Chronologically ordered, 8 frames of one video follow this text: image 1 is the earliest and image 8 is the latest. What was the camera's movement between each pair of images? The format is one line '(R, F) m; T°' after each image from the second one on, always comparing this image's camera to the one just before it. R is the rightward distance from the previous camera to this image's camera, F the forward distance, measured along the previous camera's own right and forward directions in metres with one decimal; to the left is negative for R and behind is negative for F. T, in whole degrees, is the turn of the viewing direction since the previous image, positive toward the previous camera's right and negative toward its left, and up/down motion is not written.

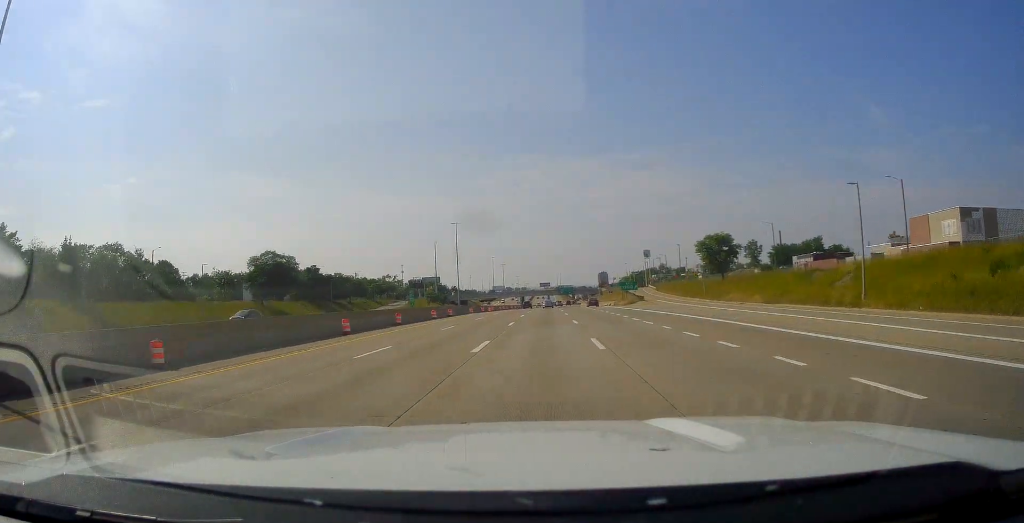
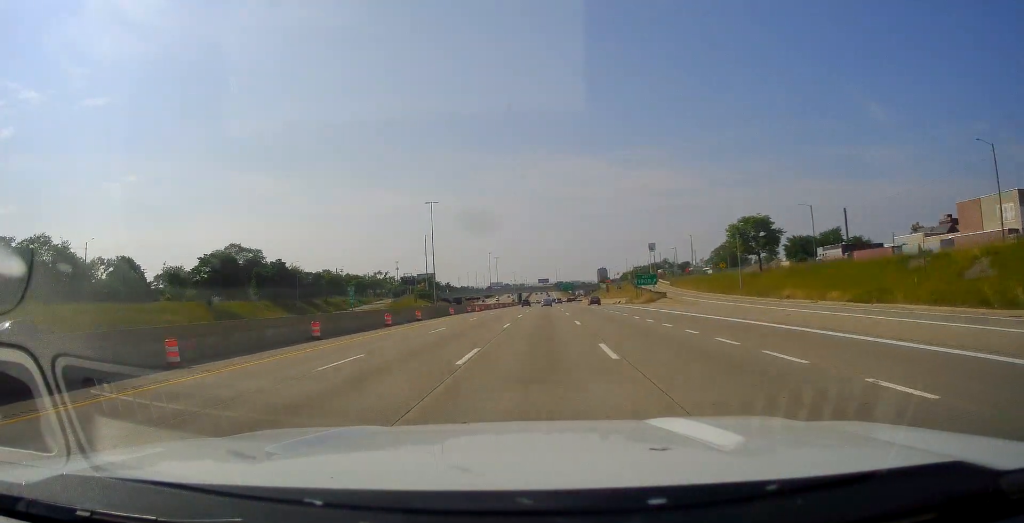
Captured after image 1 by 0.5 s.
(0.0, +18.5) m; 0°
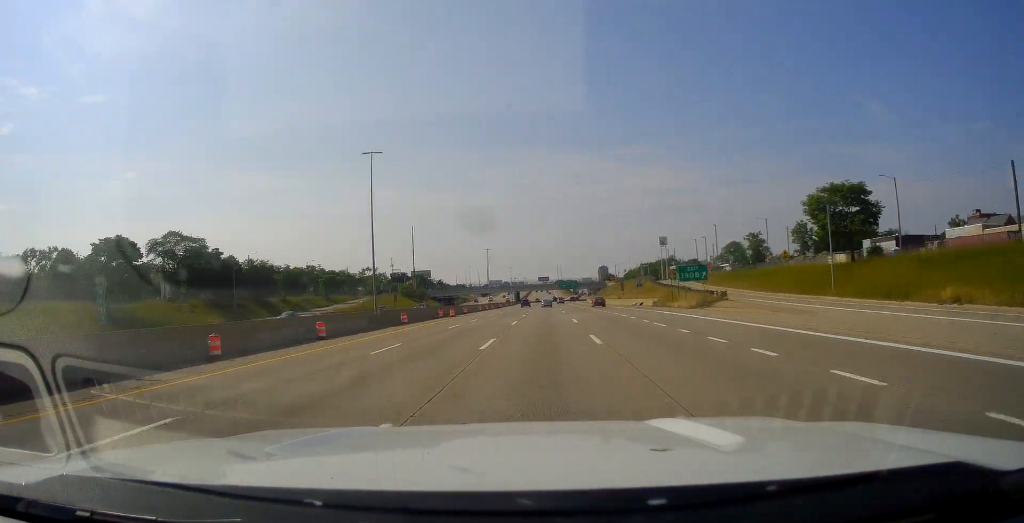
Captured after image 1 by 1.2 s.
(0.0, +25.9) m; 0°
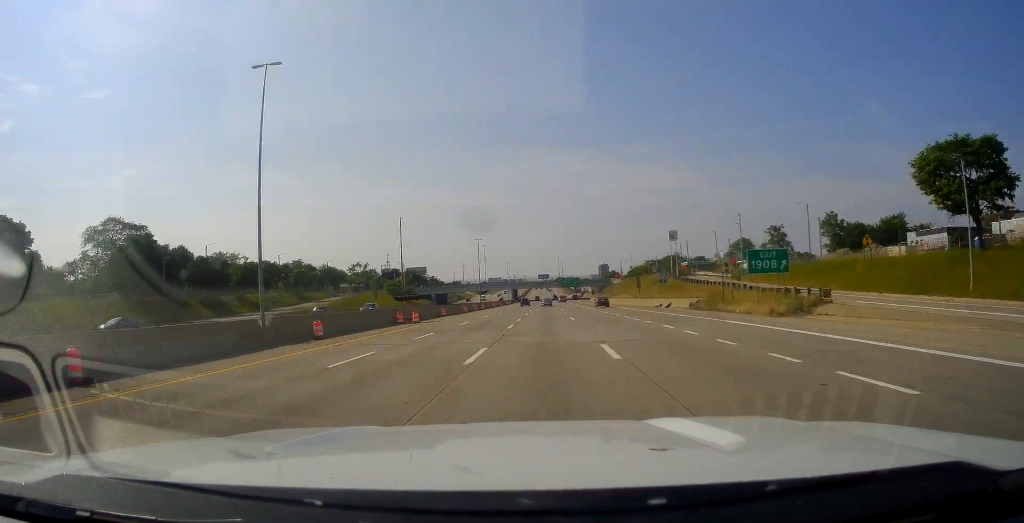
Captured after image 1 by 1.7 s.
(-0.1, +19.6) m; 0°
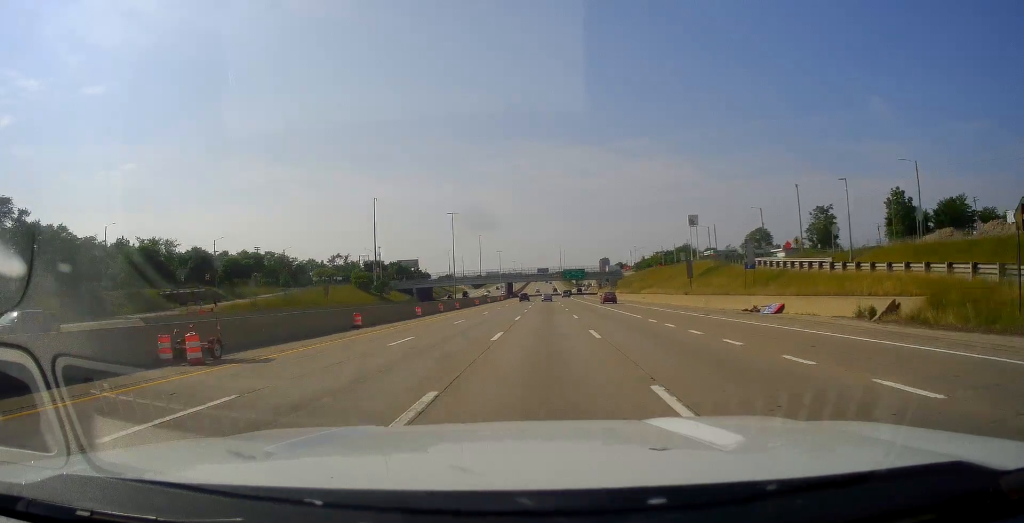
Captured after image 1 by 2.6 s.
(-0.1, +32.9) m; 0°
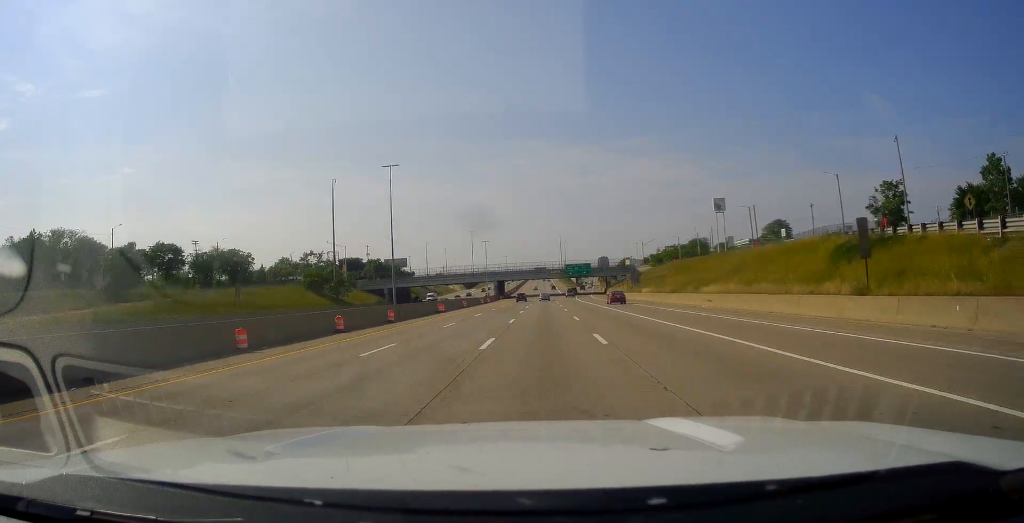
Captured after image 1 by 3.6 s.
(0.0, +34.0) m; 0°
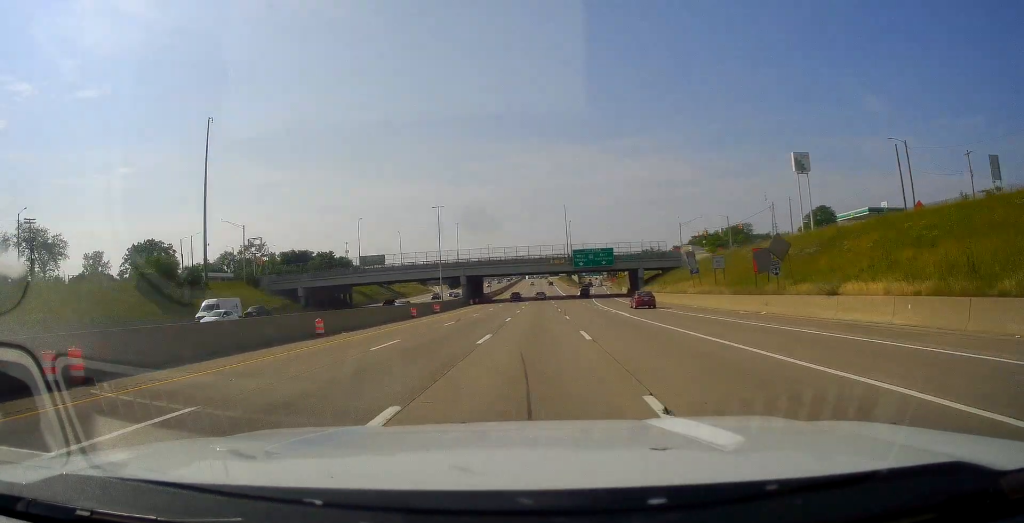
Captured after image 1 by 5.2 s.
(+1.0, +58.2) m; +1°
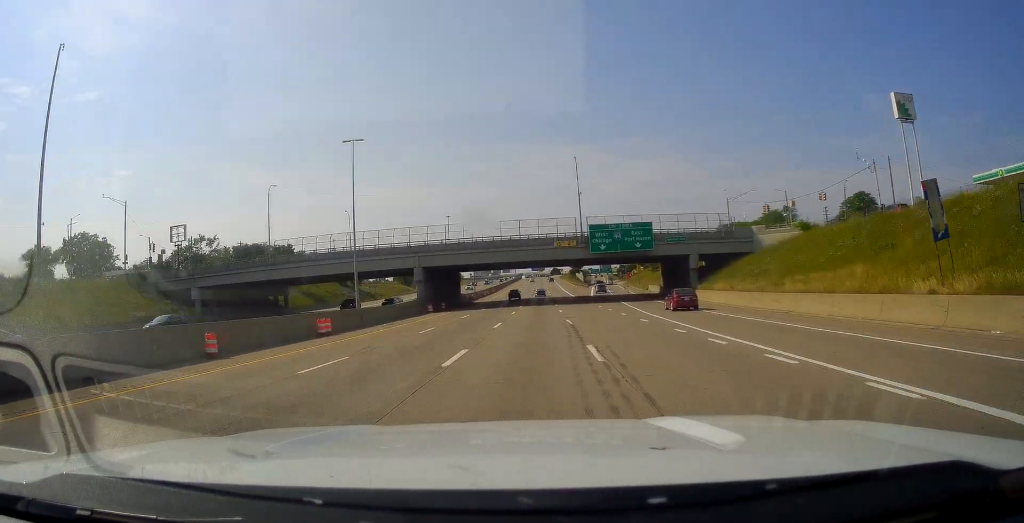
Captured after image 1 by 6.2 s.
(-0.8, +36.6) m; -1°
